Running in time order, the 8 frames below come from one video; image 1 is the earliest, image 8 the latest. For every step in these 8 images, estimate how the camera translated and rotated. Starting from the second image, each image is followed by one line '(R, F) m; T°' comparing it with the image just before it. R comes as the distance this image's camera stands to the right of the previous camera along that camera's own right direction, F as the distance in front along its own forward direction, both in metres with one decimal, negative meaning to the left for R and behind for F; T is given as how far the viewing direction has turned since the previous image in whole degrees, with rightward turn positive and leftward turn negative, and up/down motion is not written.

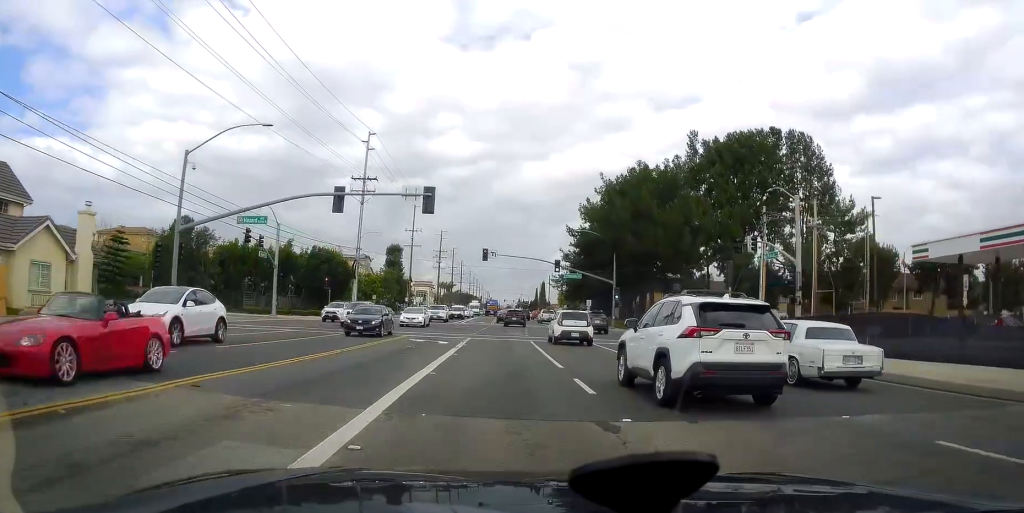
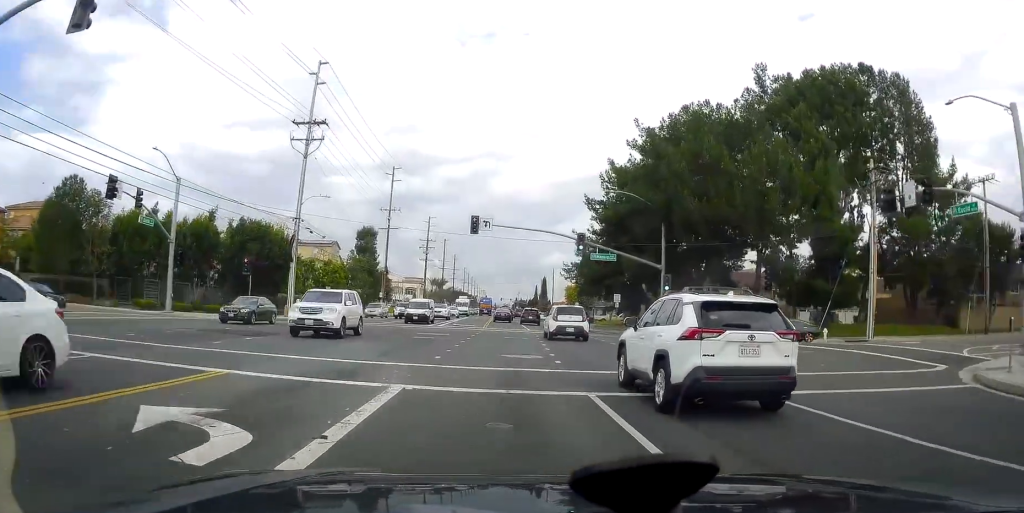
(+0.1, +20.3) m; 0°
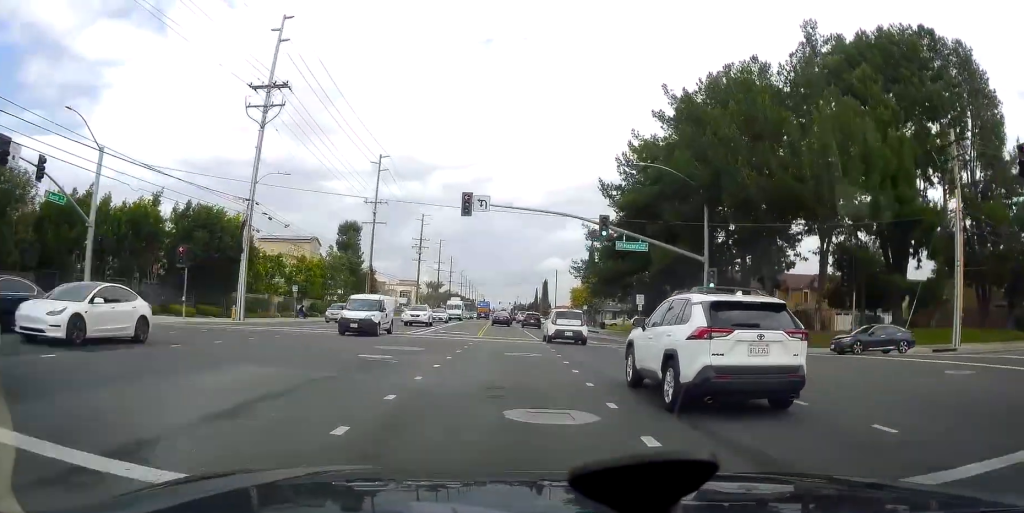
(0.0, +9.8) m; 0°
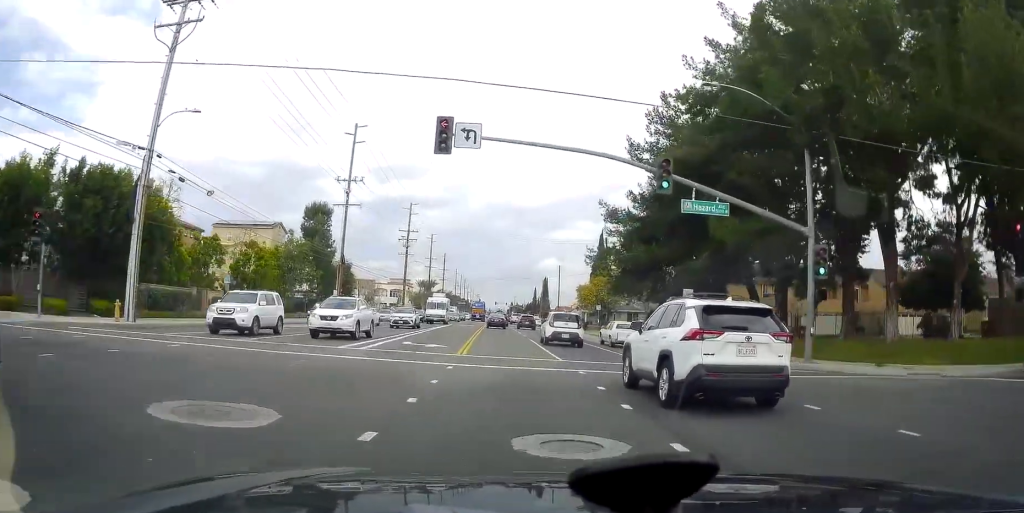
(0.0, +13.1) m; 0°
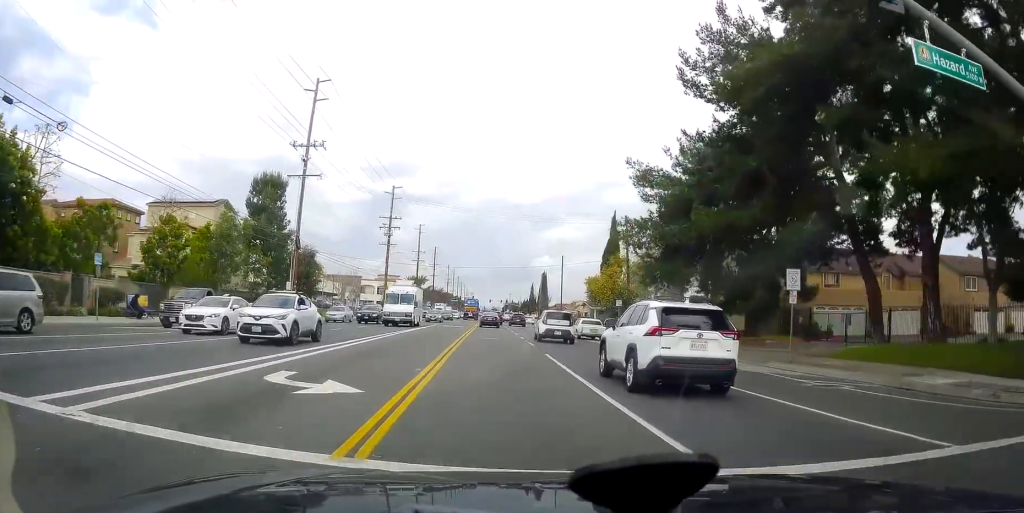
(0.0, +14.1) m; 0°
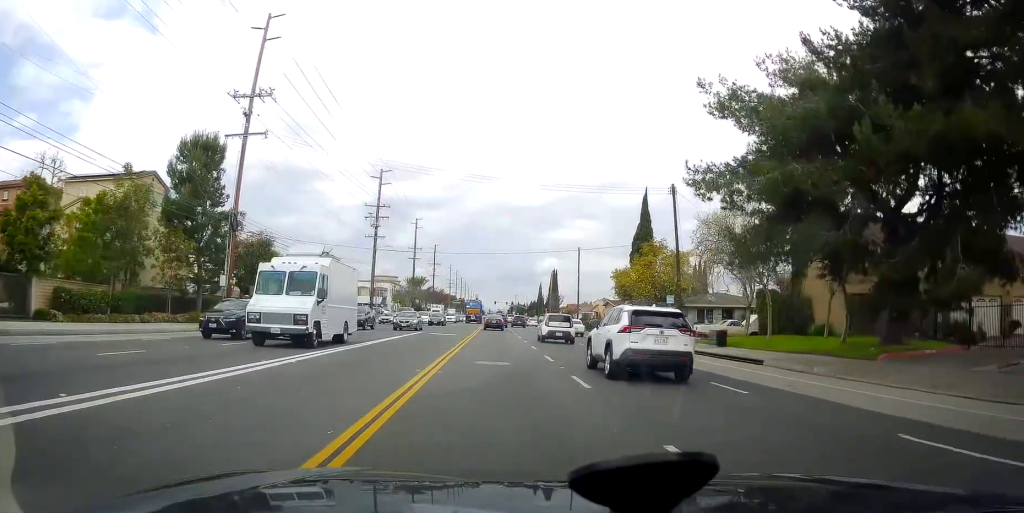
(0.0, +14.6) m; 0°
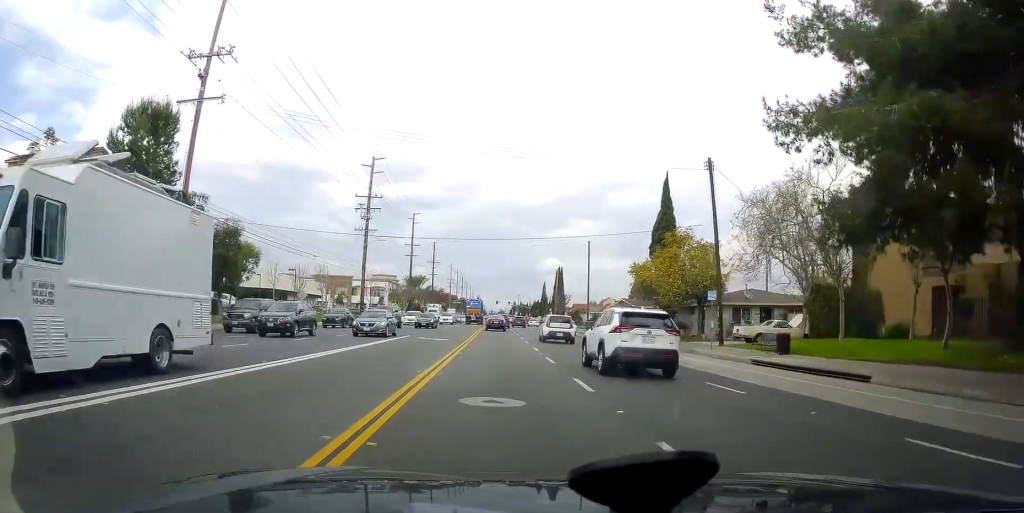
(0.0, +7.4) m; 0°
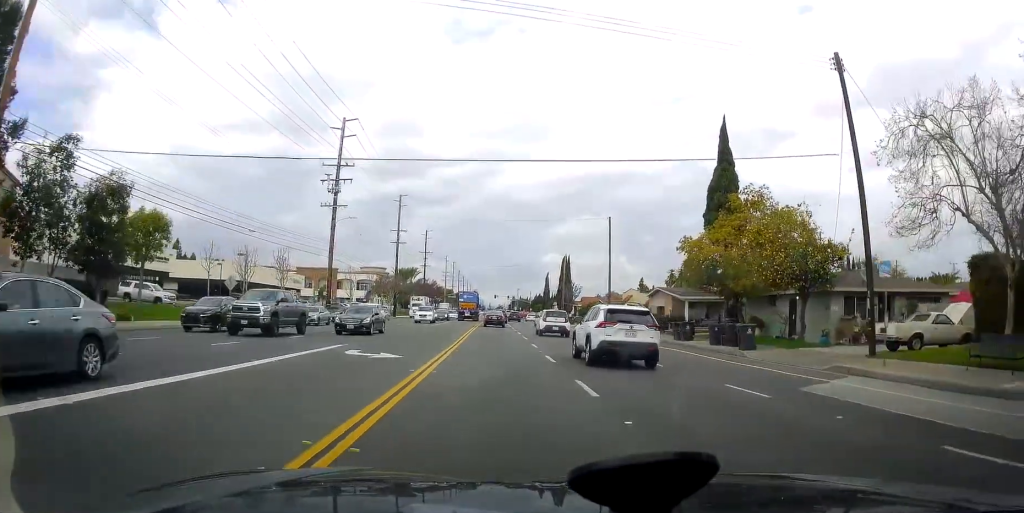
(0.0, +14.5) m; 0°
